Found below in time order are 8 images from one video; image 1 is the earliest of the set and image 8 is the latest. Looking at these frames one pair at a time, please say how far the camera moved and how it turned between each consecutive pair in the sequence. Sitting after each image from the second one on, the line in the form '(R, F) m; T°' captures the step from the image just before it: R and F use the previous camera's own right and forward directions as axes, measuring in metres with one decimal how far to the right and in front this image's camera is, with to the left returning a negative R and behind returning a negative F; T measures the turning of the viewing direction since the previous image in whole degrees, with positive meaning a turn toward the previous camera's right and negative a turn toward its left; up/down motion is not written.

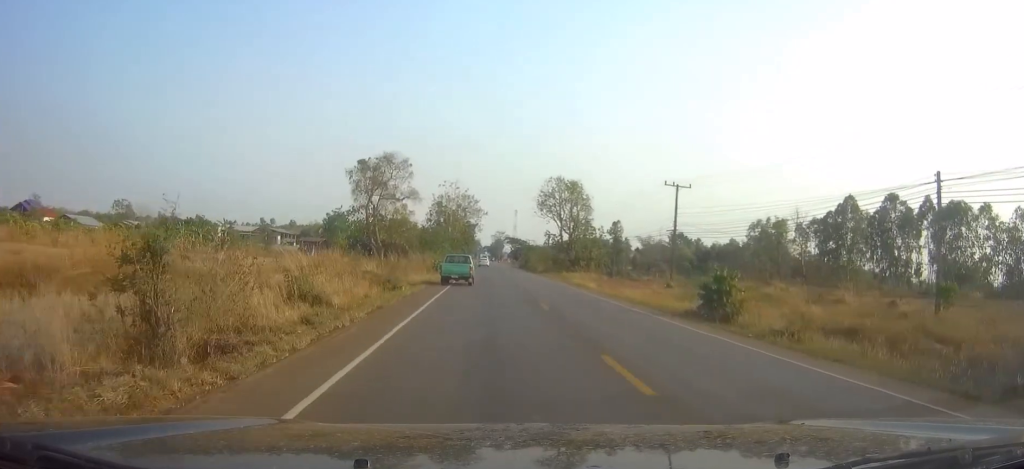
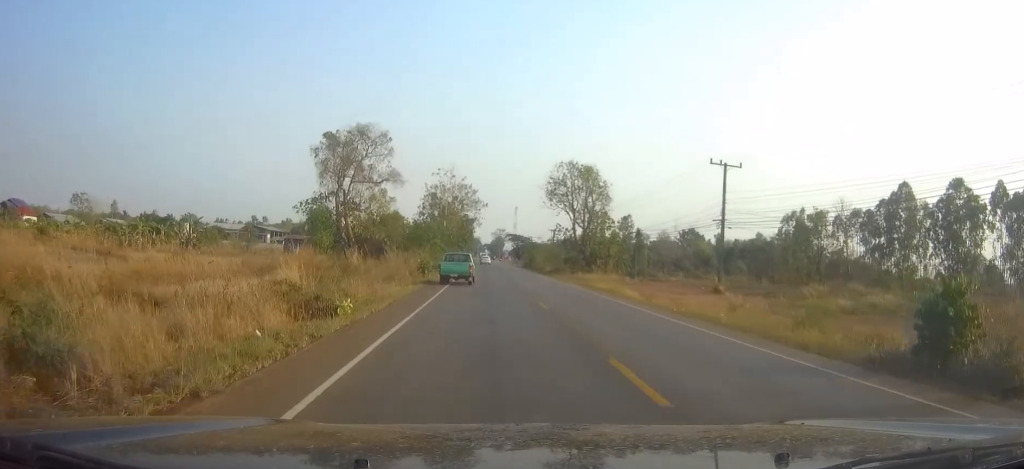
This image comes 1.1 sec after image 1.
(+0.1, +13.1) m; 0°
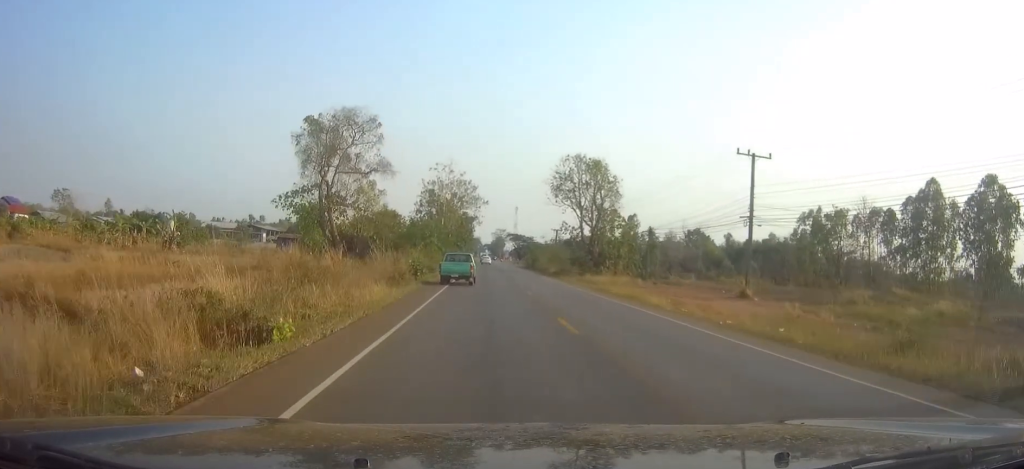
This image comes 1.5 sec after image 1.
(+0.1, +5.3) m; 0°
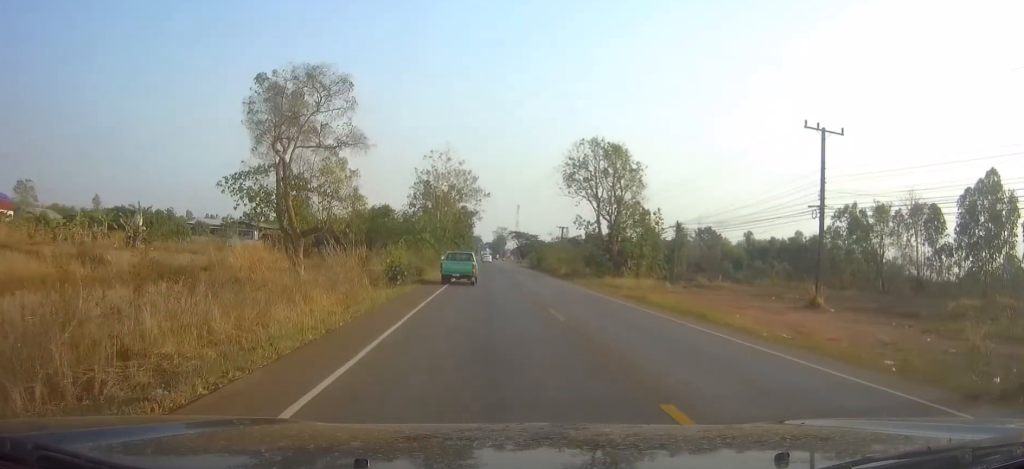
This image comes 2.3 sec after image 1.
(-0.2, +9.8) m; -1°
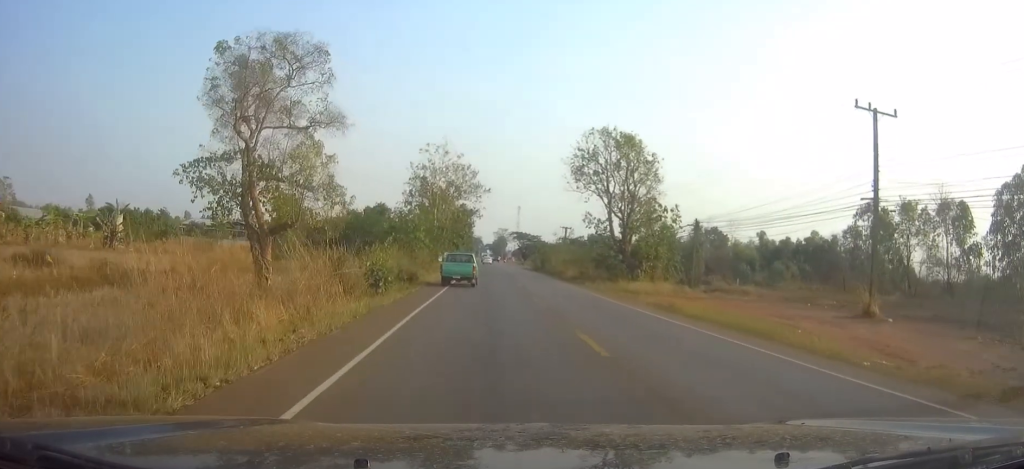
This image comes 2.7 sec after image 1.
(0.0, +5.3) m; 0°
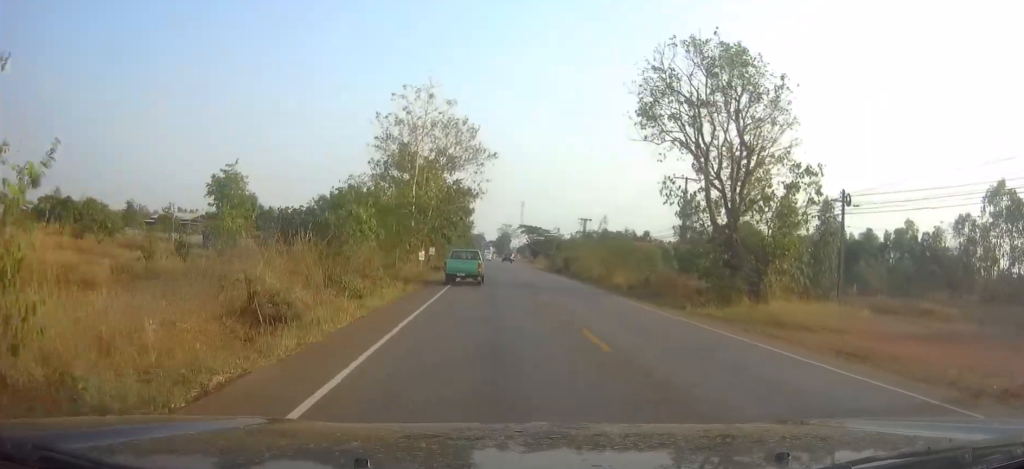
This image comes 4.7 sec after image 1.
(0.0, +23.8) m; 0°
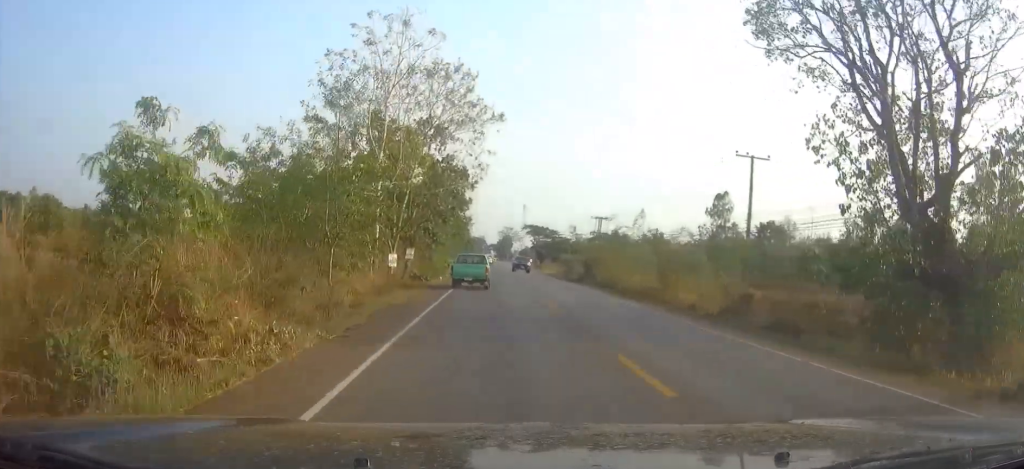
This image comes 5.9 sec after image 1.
(-0.1, +15.6) m; -1°
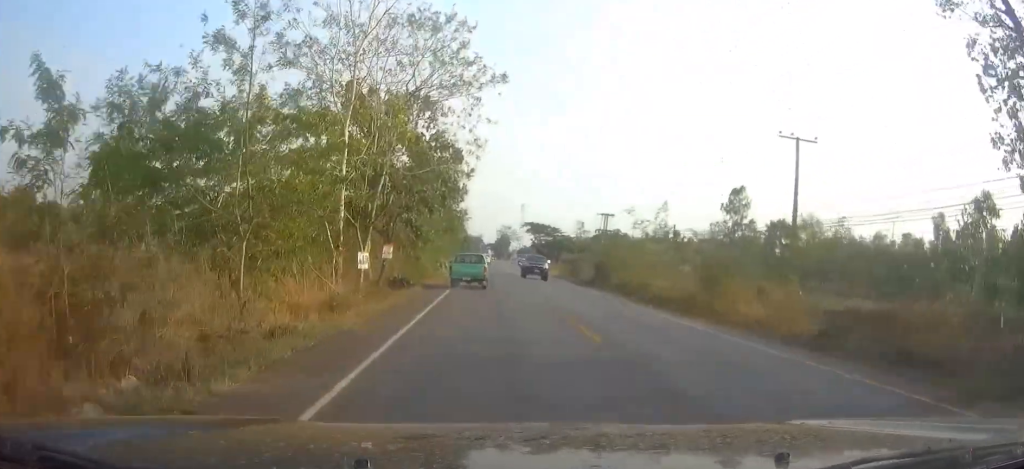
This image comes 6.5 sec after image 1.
(0.0, +7.4) m; -1°
